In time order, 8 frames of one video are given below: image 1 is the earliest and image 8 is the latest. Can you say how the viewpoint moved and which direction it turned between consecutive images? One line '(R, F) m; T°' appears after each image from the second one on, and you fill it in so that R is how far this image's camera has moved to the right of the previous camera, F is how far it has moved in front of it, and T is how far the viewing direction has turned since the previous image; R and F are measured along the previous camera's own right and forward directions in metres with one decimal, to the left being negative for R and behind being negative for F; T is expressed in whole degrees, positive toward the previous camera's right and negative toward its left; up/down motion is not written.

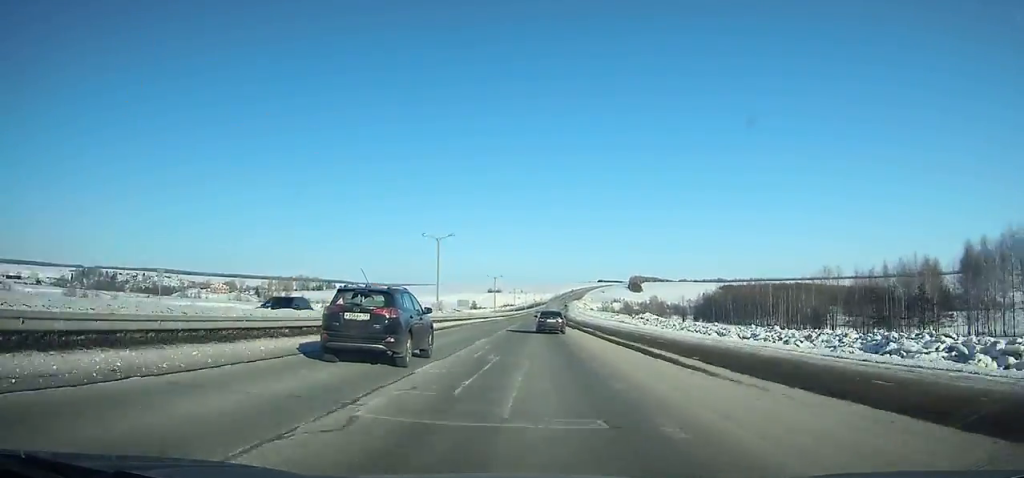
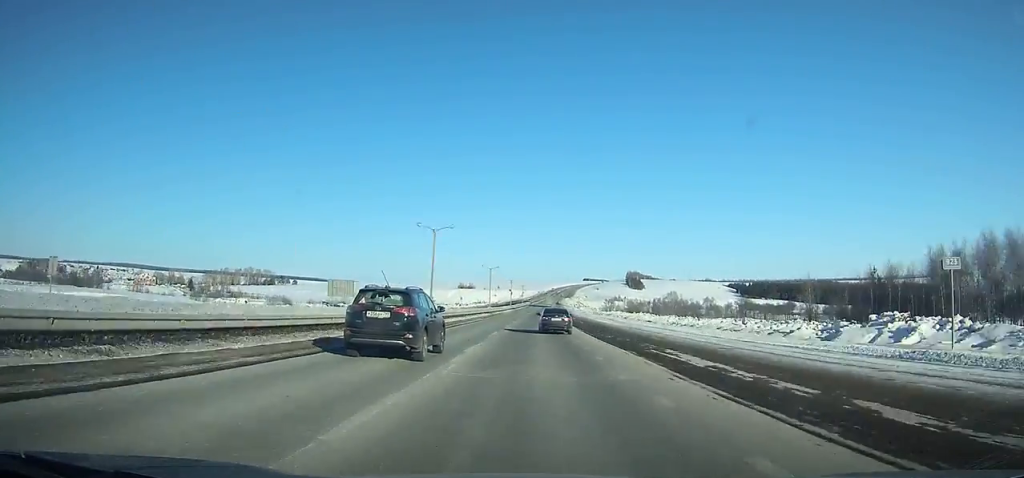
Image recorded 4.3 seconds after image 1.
(+2.1, +116.2) m; +2°
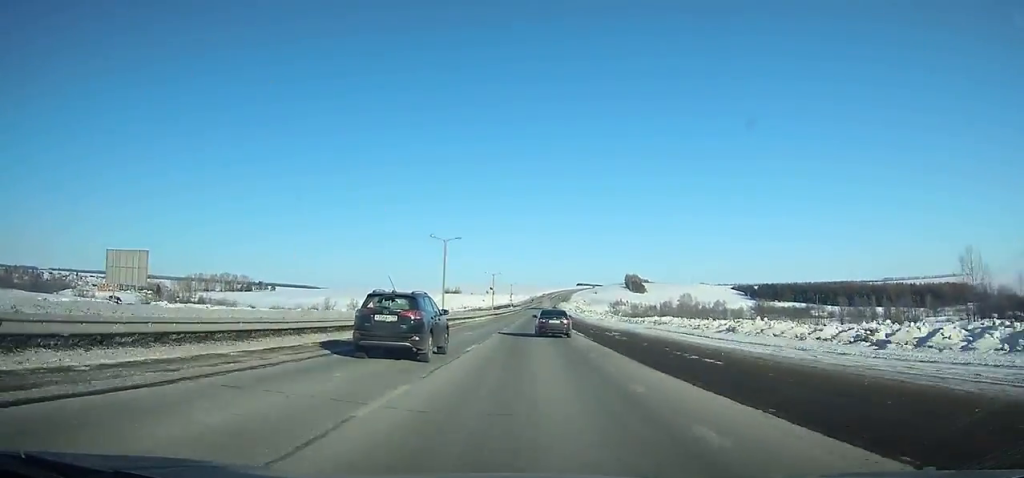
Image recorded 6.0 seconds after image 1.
(+0.4, +44.2) m; +1°
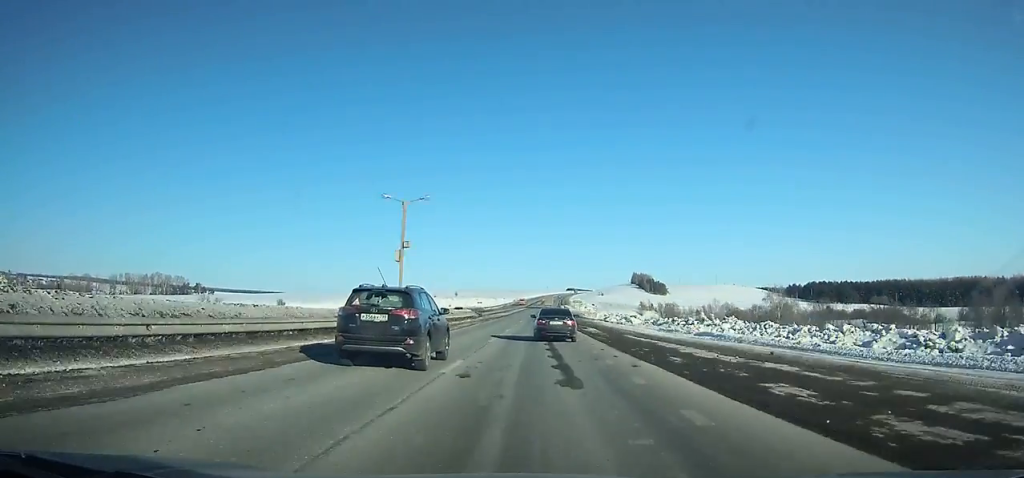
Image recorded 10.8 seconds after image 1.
(+2.0, +122.3) m; +2°
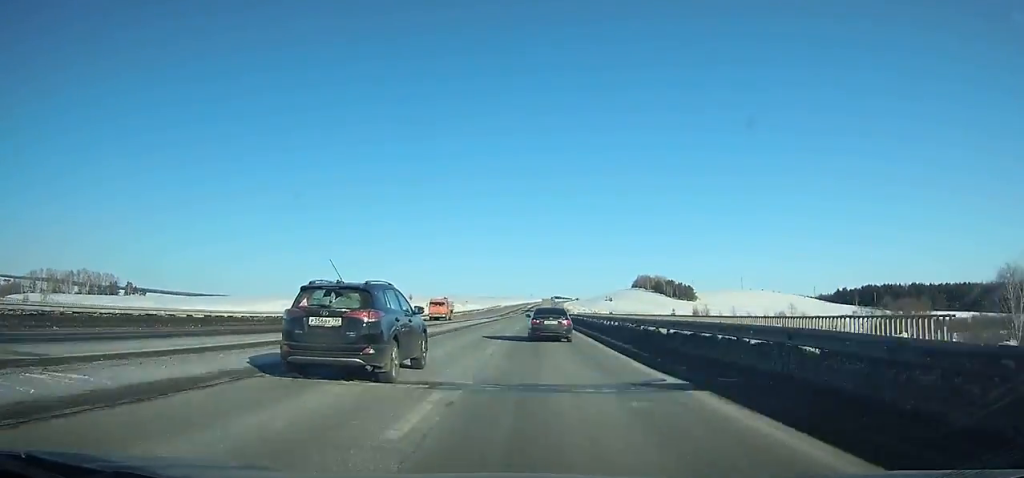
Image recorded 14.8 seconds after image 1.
(+1.4, +104.4) m; +2°
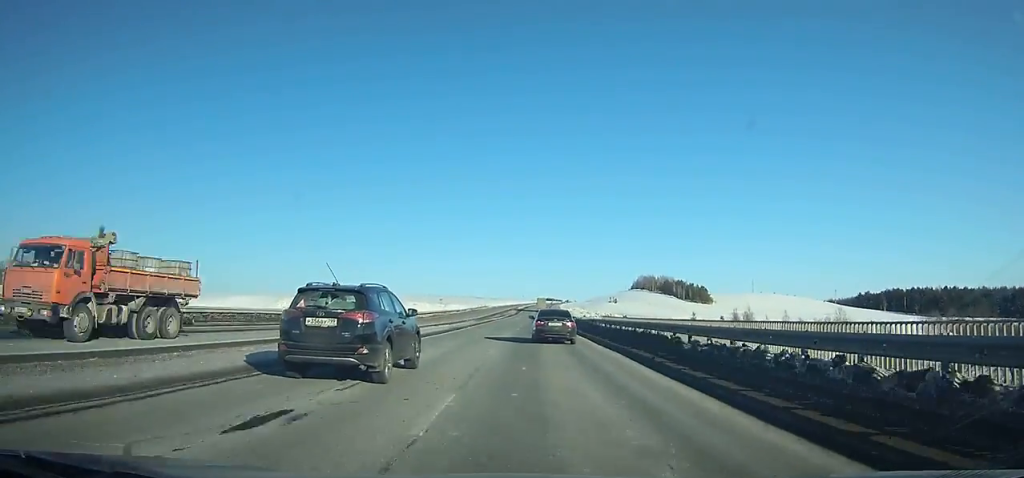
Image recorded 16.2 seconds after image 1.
(+0.1, +36.0) m; +1°
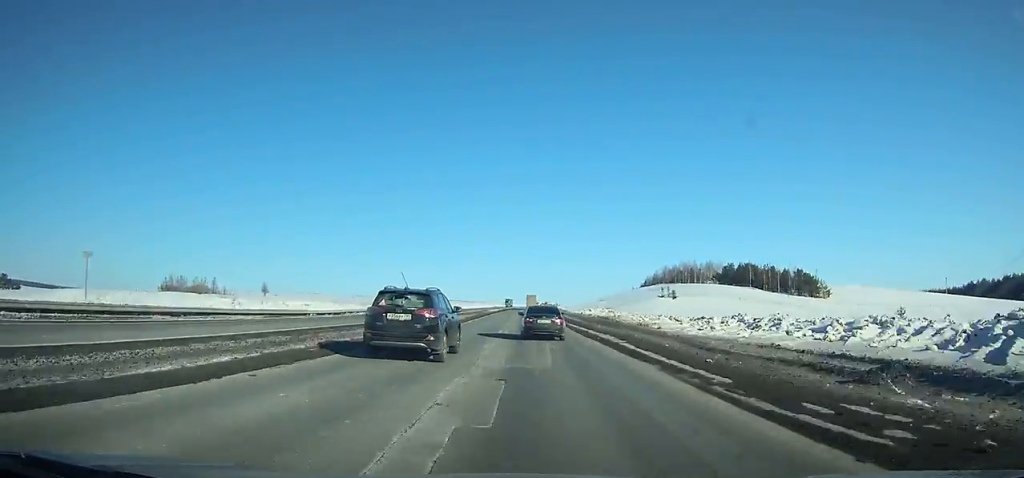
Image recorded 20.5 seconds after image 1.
(+1.3, +106.7) m; +1°
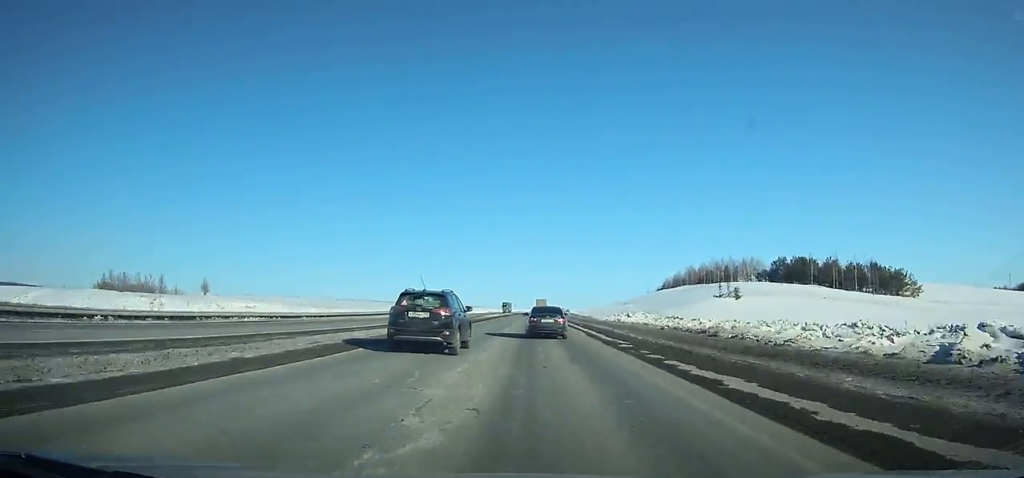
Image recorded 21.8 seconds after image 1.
(0.0, +31.5) m; 0°
